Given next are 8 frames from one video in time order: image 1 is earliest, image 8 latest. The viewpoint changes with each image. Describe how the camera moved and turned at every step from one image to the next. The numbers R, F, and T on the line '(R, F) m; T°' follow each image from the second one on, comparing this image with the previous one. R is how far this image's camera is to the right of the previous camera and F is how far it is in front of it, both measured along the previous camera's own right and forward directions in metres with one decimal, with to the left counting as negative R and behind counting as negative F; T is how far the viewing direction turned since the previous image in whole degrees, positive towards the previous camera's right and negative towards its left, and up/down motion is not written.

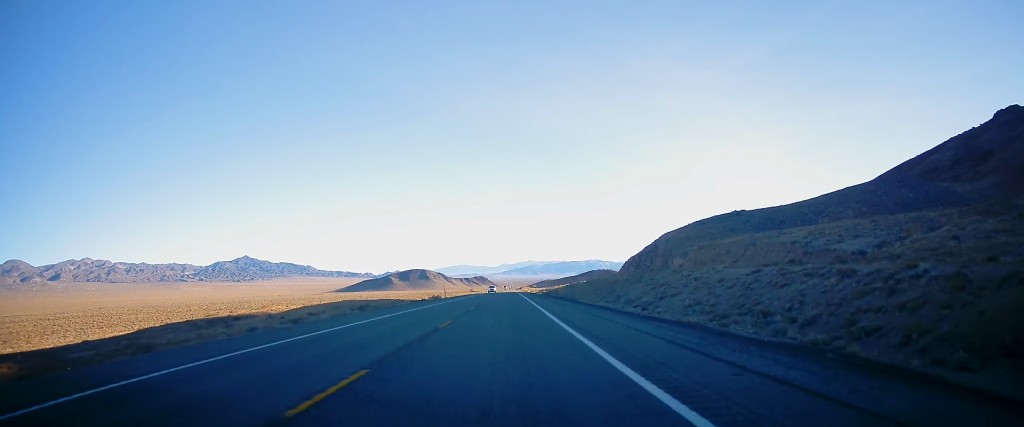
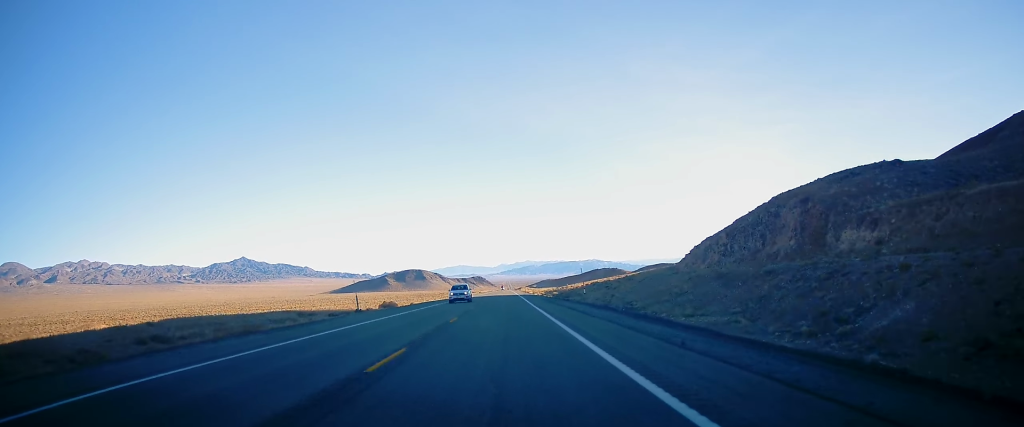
(-0.9, +45.6) m; -1°
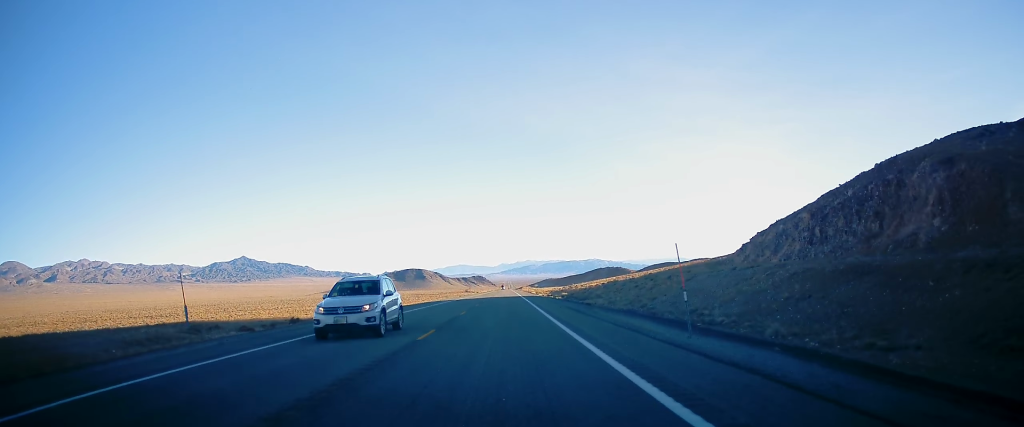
(0.0, +18.9) m; 0°
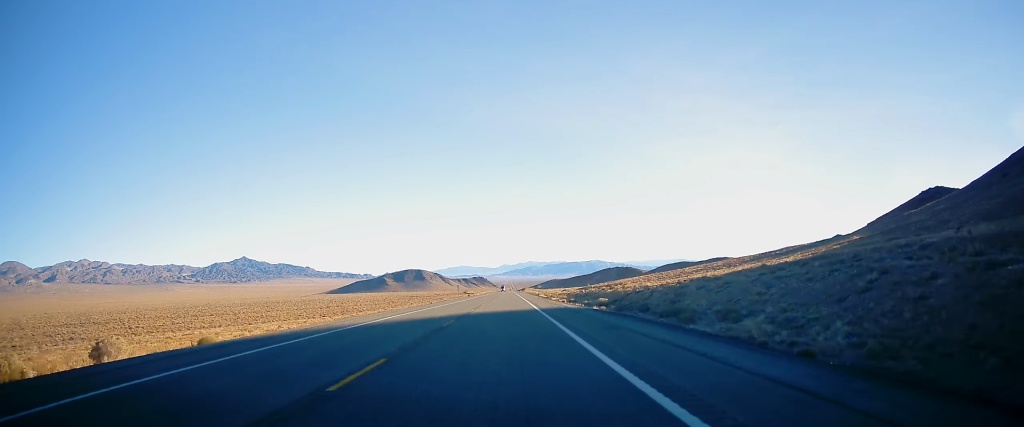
(+0.3, +43.0) m; 0°
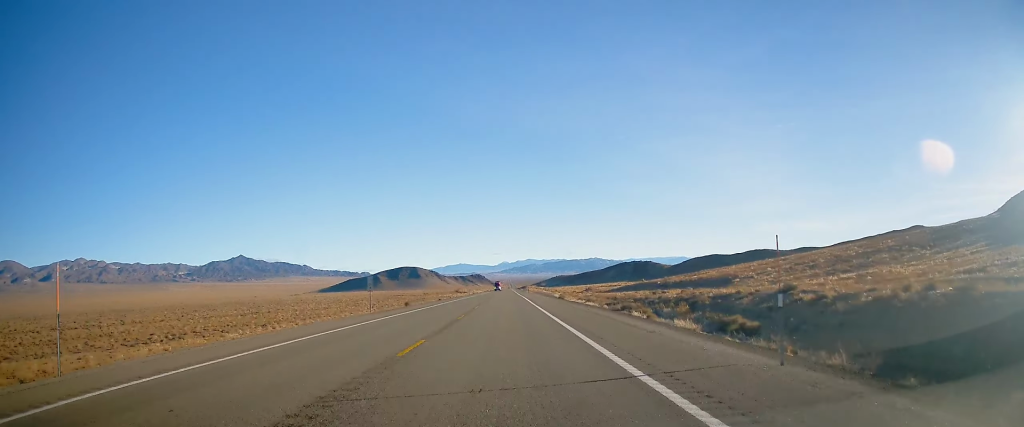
(+0.2, +80.9) m; 0°
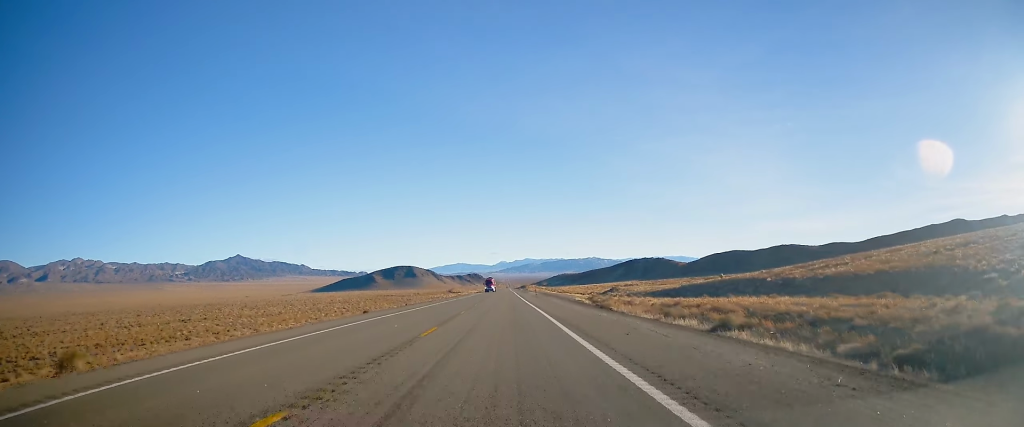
(-0.2, +44.3) m; 0°
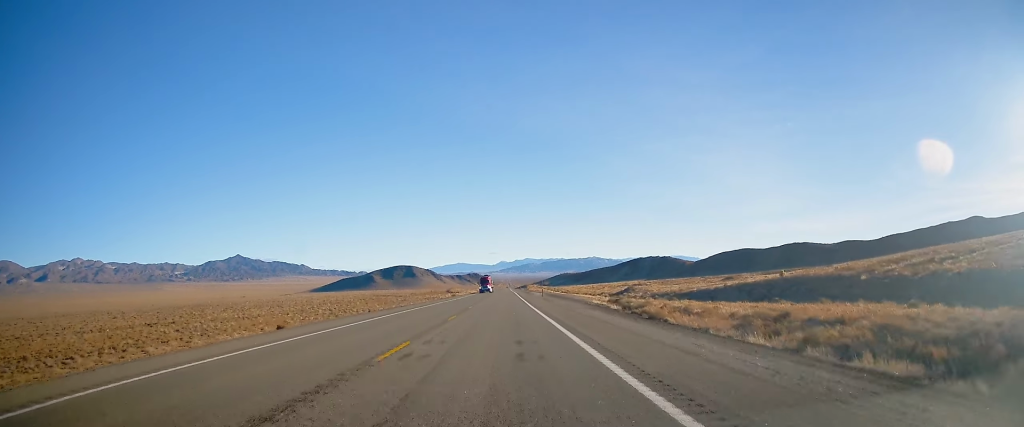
(+0.2, +16.8) m; 0°
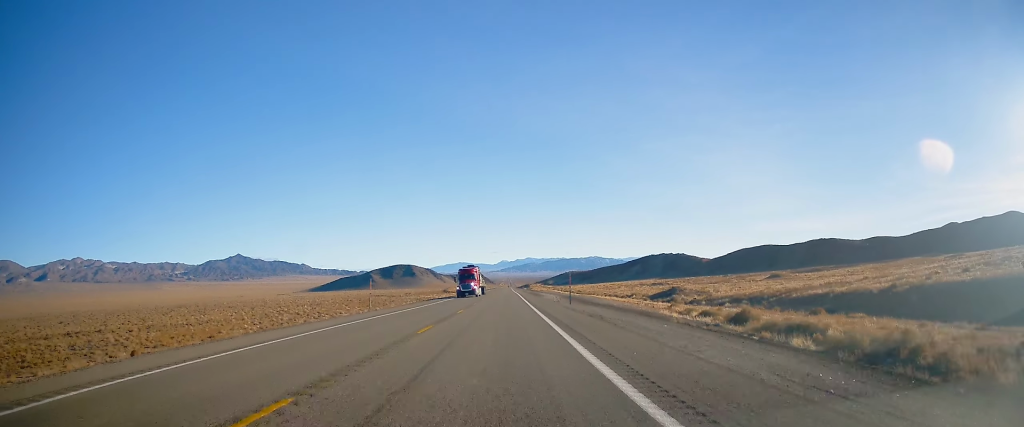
(-0.3, +30.9) m; 0°
